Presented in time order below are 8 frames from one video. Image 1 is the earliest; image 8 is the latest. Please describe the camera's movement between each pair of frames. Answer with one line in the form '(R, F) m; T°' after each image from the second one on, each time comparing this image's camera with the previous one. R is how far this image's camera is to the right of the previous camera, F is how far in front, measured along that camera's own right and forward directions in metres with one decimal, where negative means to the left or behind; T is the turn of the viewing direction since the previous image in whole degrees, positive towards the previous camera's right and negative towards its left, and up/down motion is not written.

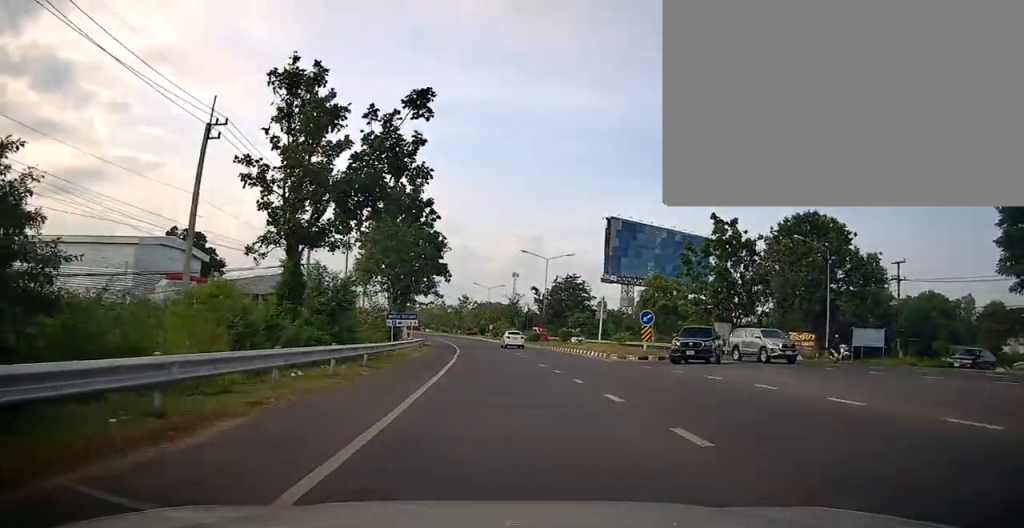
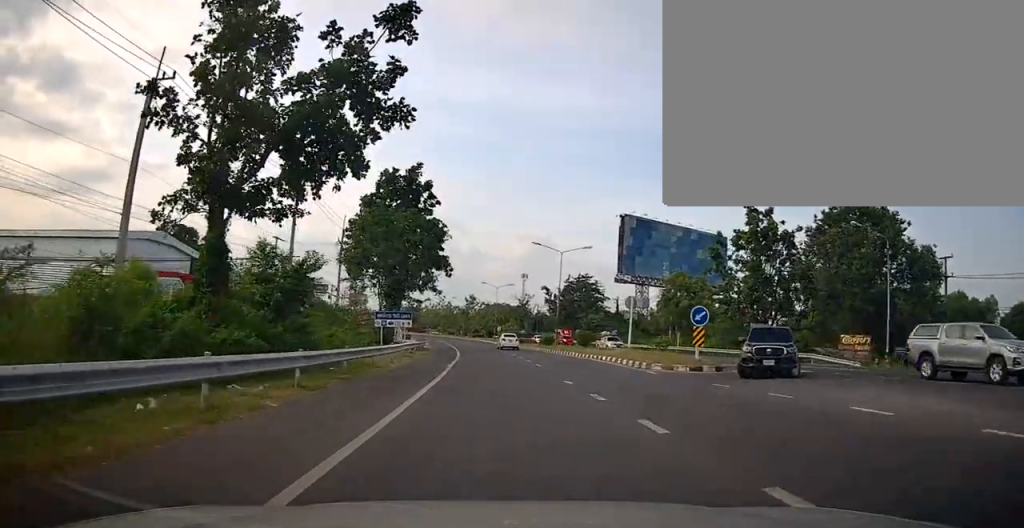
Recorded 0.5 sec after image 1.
(+0.2, +6.8) m; 0°
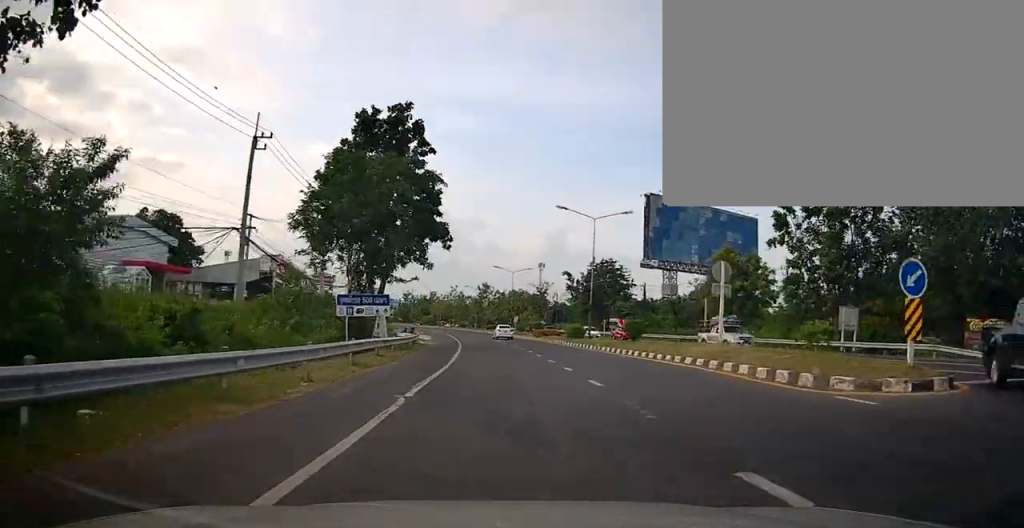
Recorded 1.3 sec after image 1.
(-0.7, +11.7) m; -3°
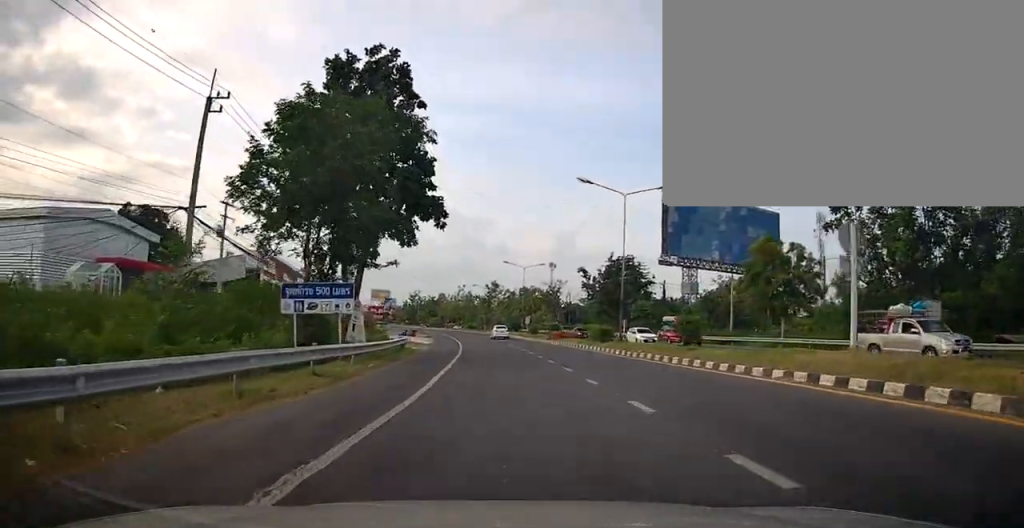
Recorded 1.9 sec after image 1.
(0.0, +7.8) m; -2°
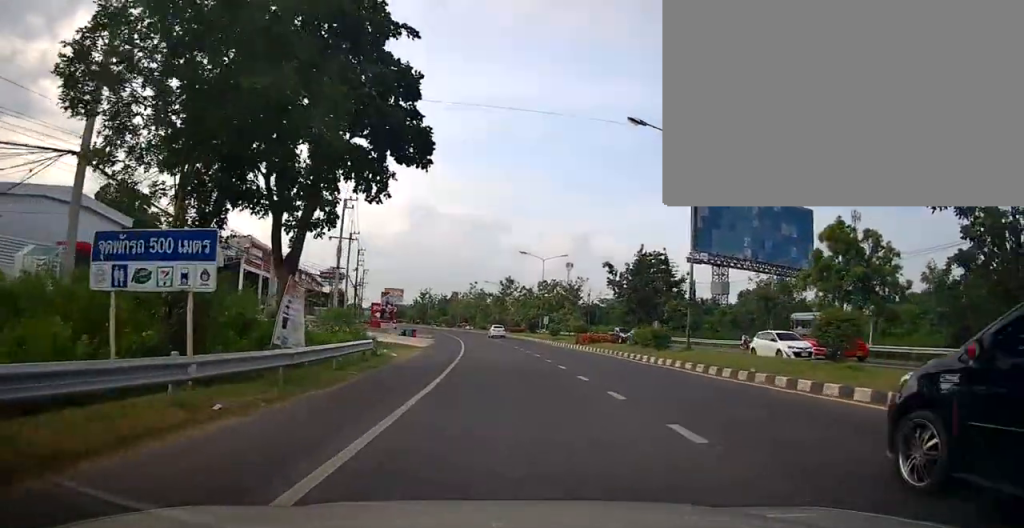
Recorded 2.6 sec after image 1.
(-0.1, +10.1) m; -2°
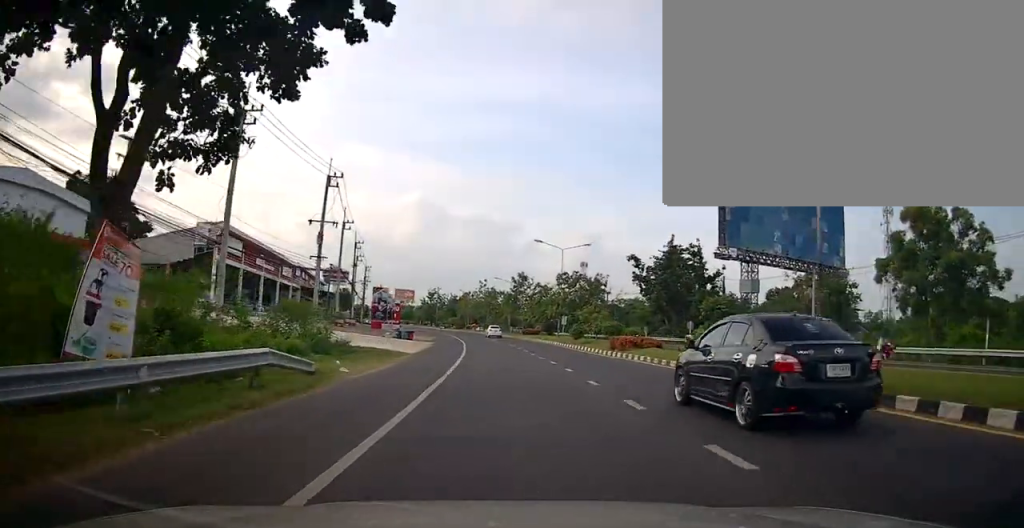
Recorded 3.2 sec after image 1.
(-0.5, +9.2) m; 0°
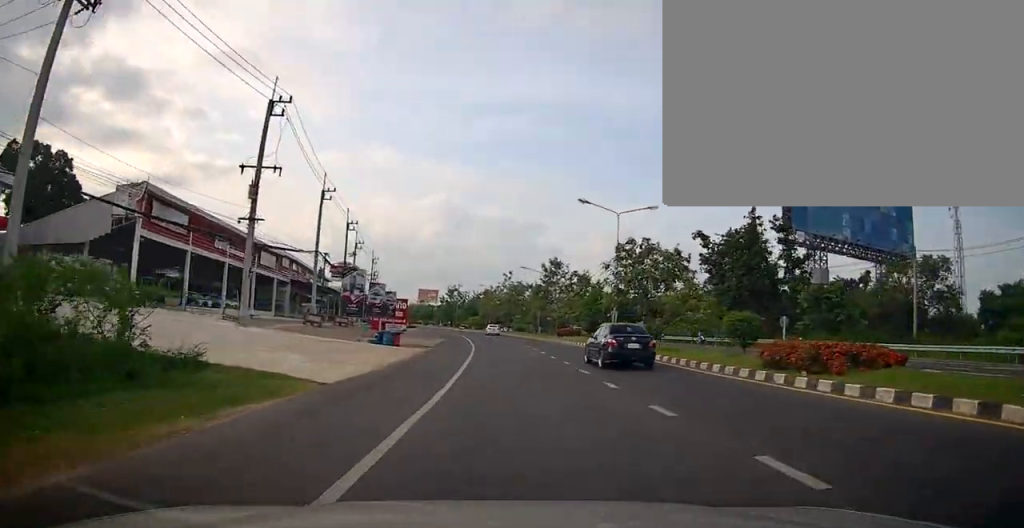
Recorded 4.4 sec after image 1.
(+0.6, +16.9) m; -1°
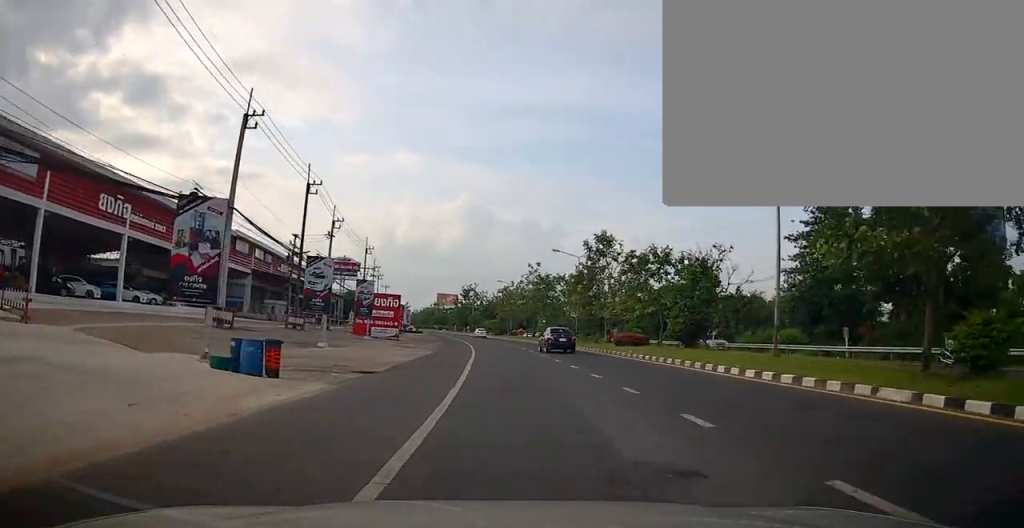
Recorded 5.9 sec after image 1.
(-1.3, +20.9) m; -4°
